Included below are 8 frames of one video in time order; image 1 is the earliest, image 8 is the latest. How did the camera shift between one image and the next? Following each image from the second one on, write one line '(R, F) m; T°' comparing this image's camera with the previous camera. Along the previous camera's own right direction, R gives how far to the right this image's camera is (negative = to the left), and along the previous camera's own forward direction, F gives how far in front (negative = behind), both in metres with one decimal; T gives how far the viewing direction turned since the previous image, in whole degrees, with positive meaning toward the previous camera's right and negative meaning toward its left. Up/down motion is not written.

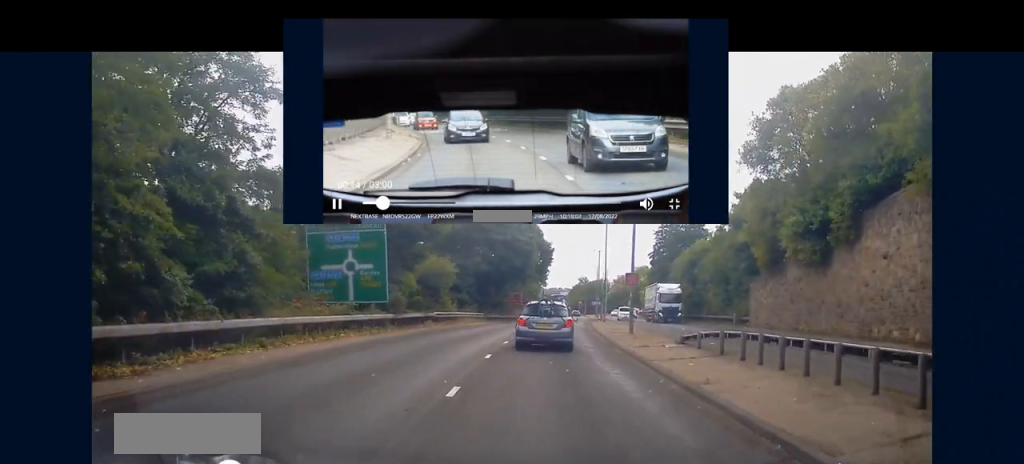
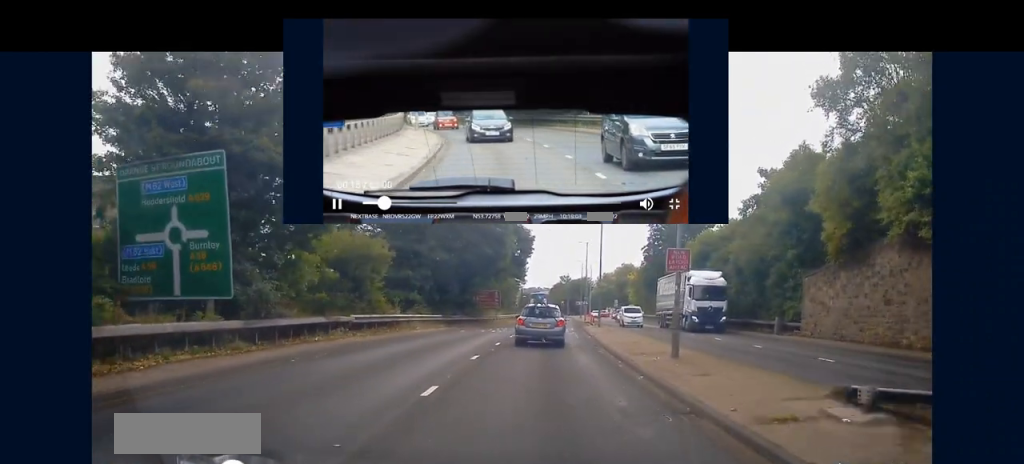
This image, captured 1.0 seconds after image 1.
(+0.1, +13.2) m; +1°
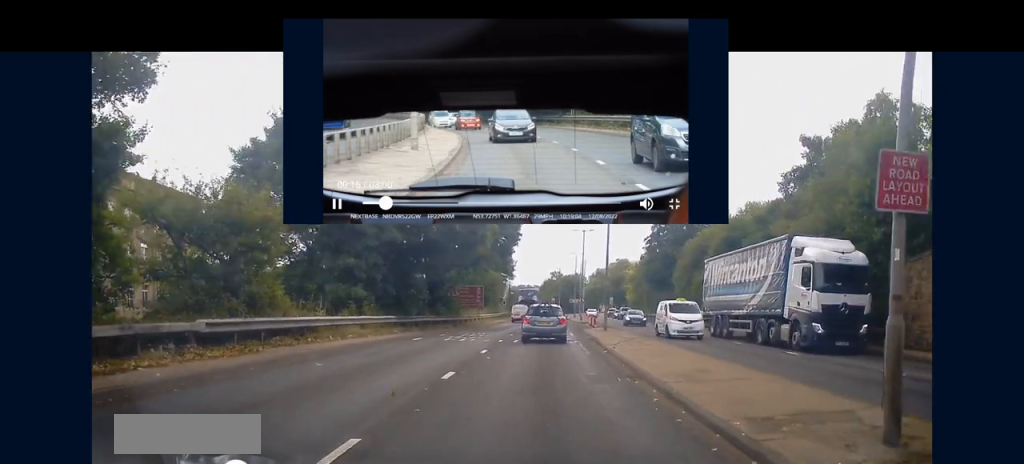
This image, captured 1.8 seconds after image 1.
(+0.1, +11.1) m; +1°
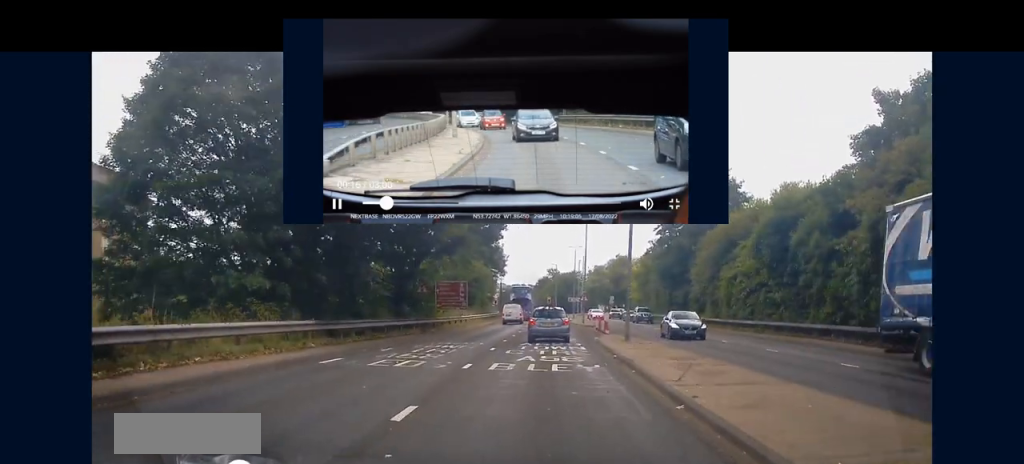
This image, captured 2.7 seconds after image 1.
(+0.2, +11.2) m; +2°
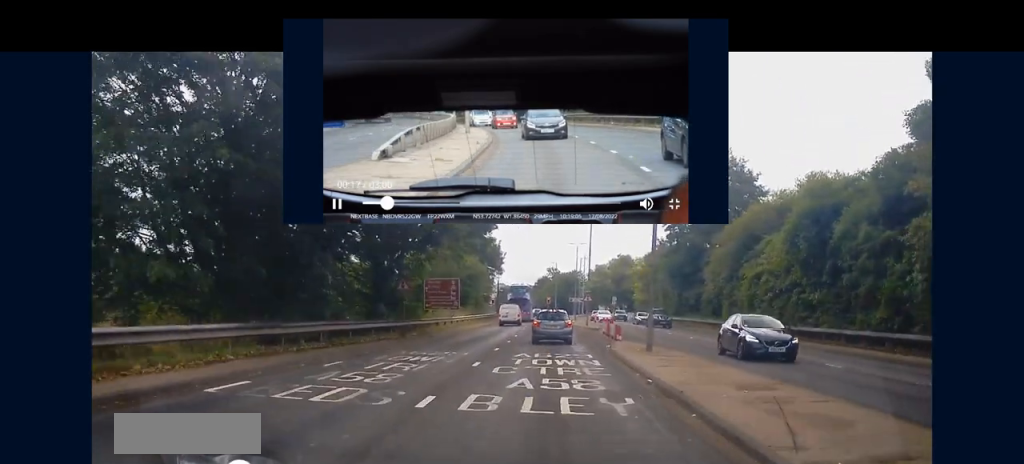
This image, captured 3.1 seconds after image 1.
(0.0, +5.6) m; +1°
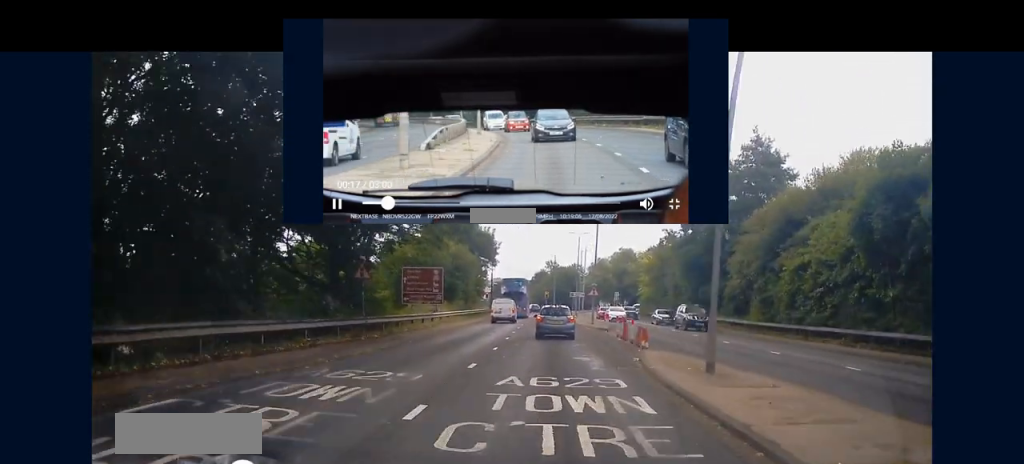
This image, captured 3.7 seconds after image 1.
(0.0, +7.7) m; +1°
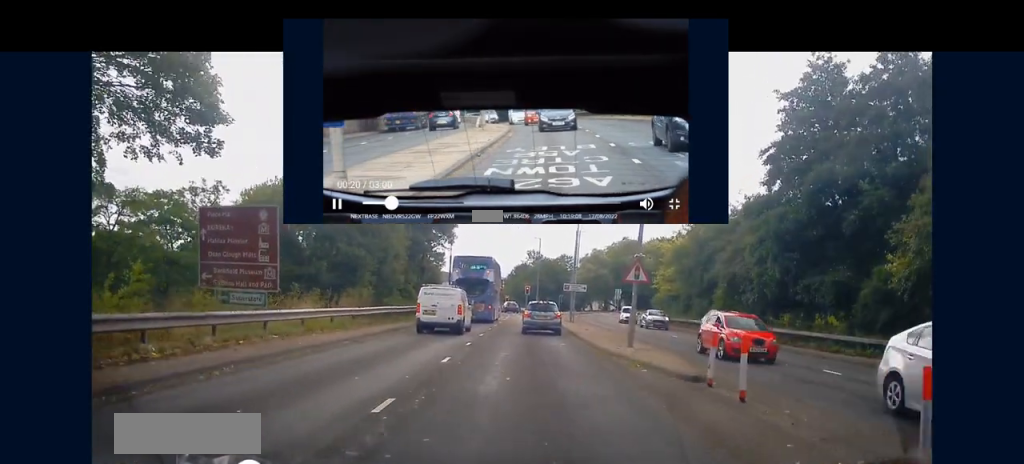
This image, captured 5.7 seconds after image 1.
(+0.2, +28.0) m; 0°
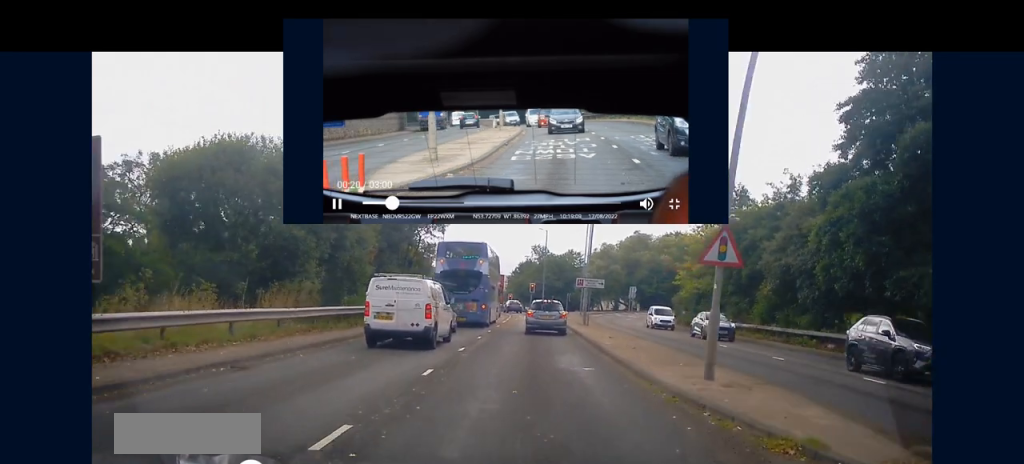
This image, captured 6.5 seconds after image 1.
(0.0, +9.3) m; -1°
